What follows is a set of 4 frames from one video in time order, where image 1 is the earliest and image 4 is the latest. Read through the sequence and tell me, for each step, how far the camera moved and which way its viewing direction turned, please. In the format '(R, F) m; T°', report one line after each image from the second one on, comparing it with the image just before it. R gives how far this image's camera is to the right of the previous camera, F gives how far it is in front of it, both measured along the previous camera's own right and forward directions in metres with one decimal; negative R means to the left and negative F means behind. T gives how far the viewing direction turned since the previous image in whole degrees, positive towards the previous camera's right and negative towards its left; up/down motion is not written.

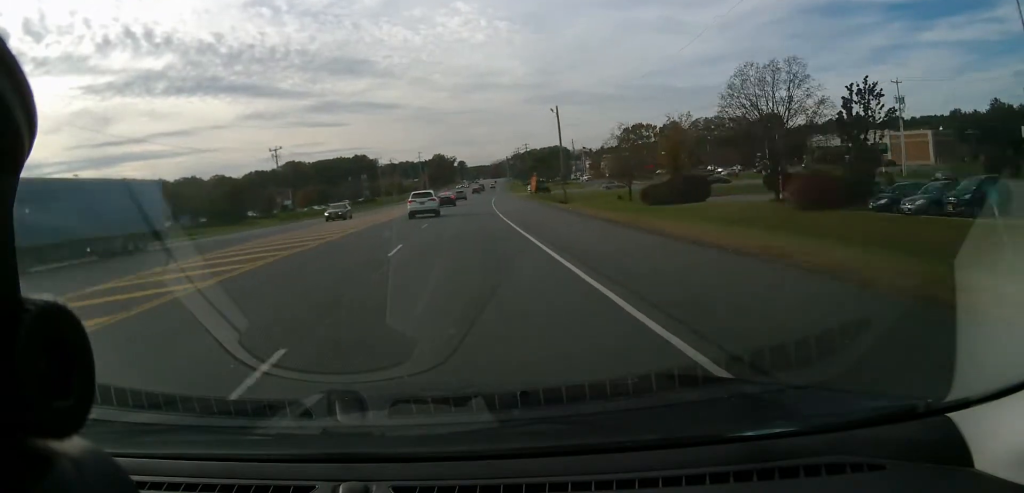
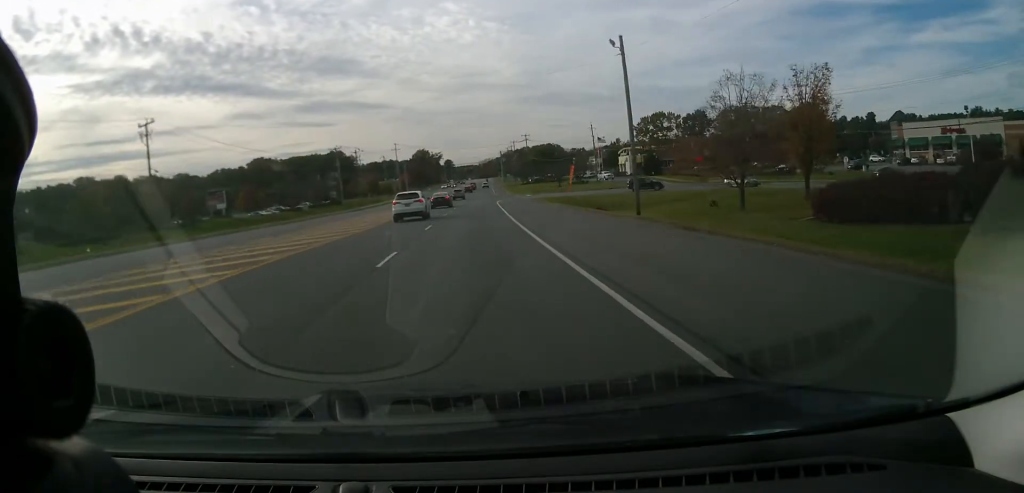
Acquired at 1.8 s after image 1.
(-0.2, +38.4) m; 0°
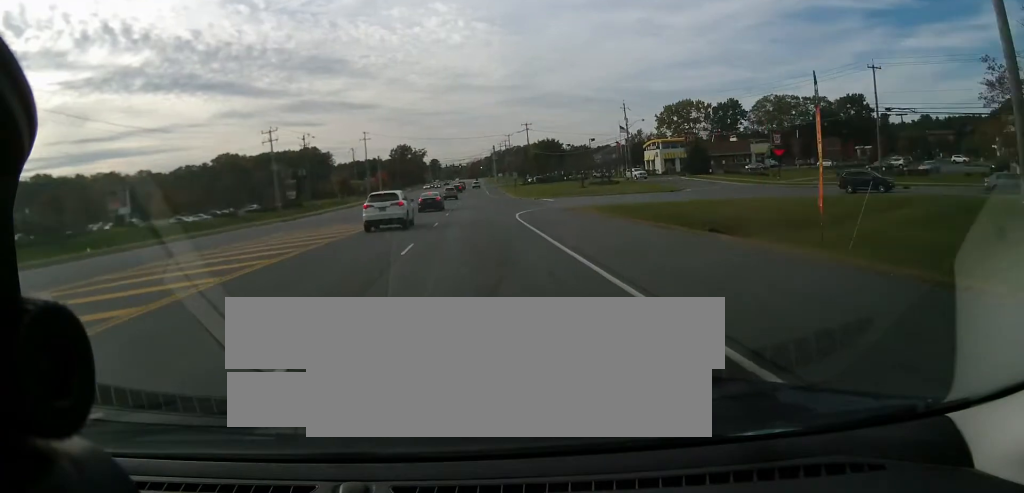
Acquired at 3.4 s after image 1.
(+0.7, +34.6) m; +1°
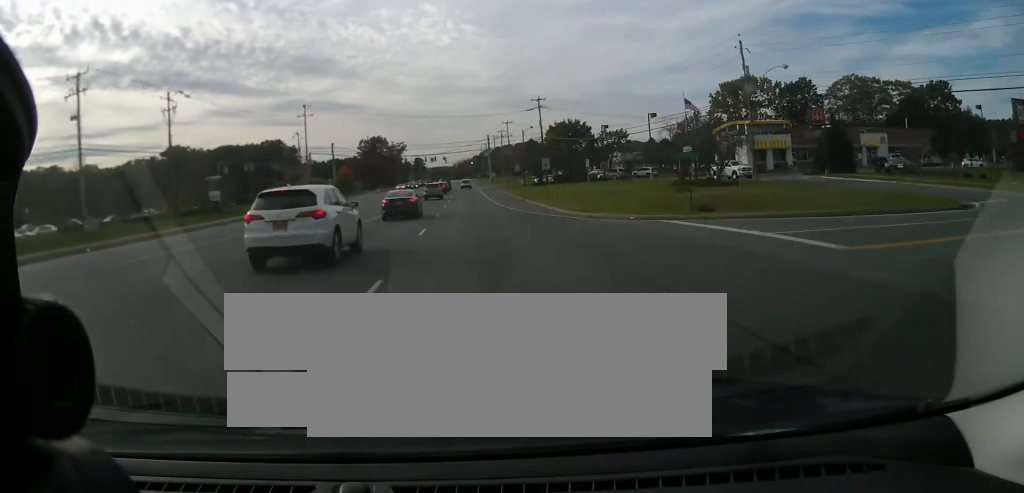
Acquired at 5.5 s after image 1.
(0.0, +45.6) m; +1°
